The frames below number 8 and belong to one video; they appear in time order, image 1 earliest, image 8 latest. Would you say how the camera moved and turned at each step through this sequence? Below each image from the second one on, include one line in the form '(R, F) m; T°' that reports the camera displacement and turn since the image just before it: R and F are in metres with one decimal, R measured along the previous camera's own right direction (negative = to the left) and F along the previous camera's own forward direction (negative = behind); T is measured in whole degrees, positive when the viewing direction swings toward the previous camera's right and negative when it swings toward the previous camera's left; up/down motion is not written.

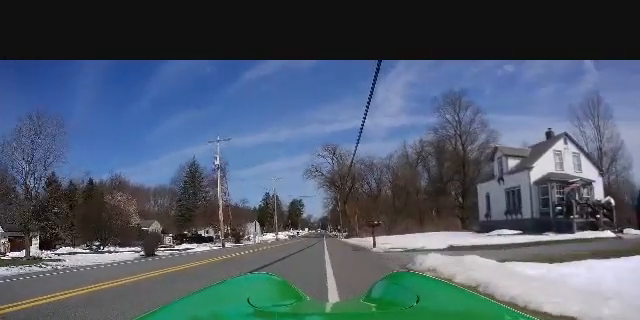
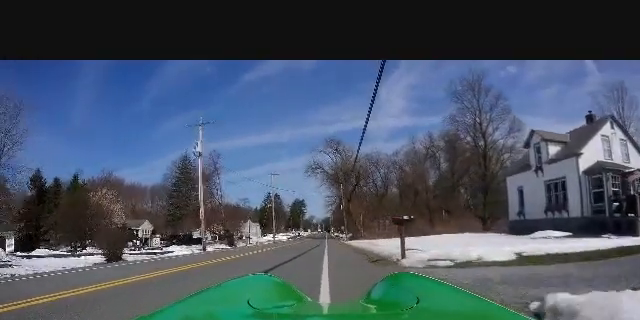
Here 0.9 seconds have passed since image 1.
(-0.2, +5.4) m; 0°
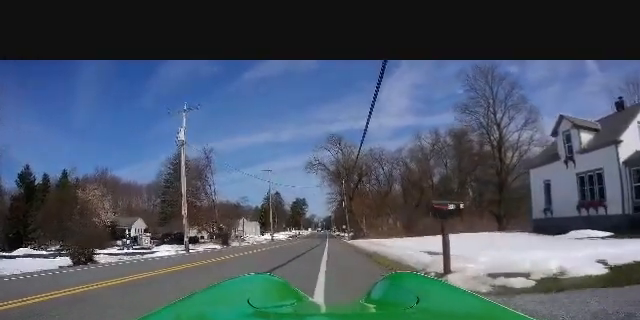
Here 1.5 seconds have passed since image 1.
(+0.2, +3.5) m; -1°
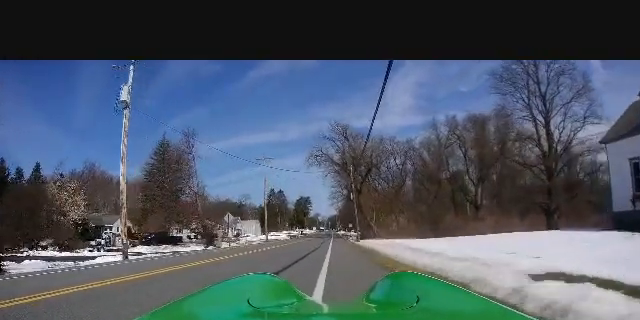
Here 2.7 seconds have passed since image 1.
(-0.3, +8.0) m; -4°
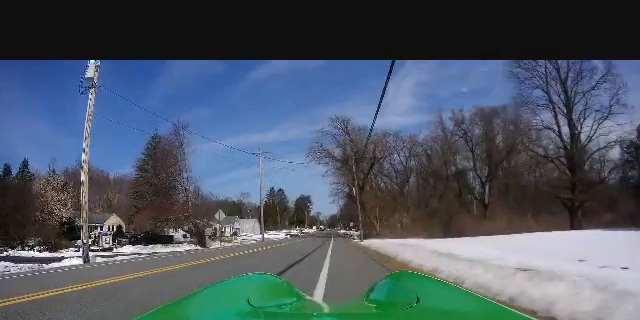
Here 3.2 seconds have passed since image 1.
(0.0, +3.0) m; 0°
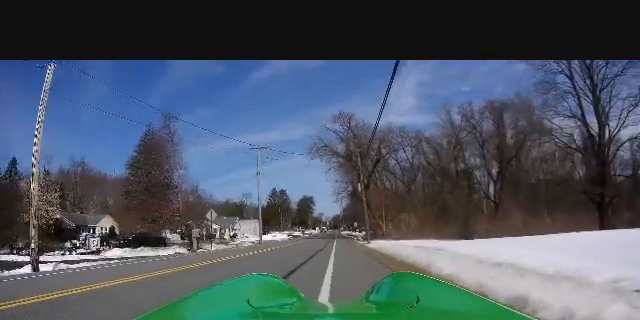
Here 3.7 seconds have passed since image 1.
(0.0, +3.0) m; 0°
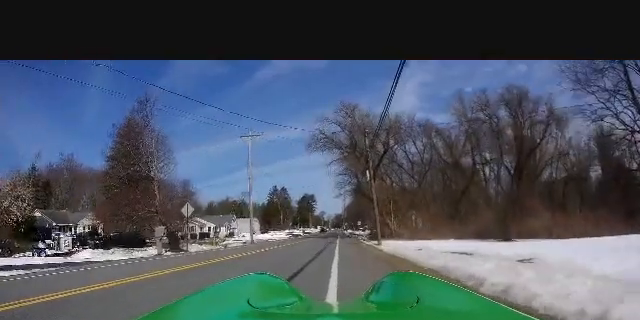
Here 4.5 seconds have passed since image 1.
(0.0, +5.3) m; 0°
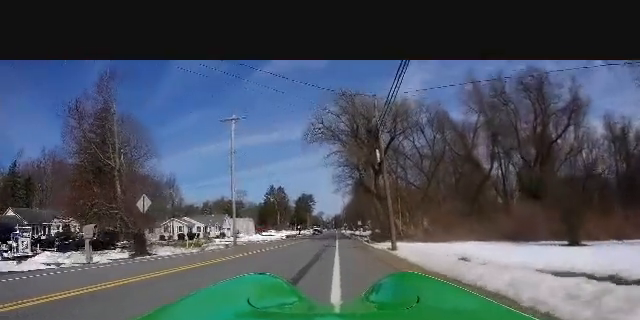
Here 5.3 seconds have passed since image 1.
(0.0, +5.7) m; 0°
